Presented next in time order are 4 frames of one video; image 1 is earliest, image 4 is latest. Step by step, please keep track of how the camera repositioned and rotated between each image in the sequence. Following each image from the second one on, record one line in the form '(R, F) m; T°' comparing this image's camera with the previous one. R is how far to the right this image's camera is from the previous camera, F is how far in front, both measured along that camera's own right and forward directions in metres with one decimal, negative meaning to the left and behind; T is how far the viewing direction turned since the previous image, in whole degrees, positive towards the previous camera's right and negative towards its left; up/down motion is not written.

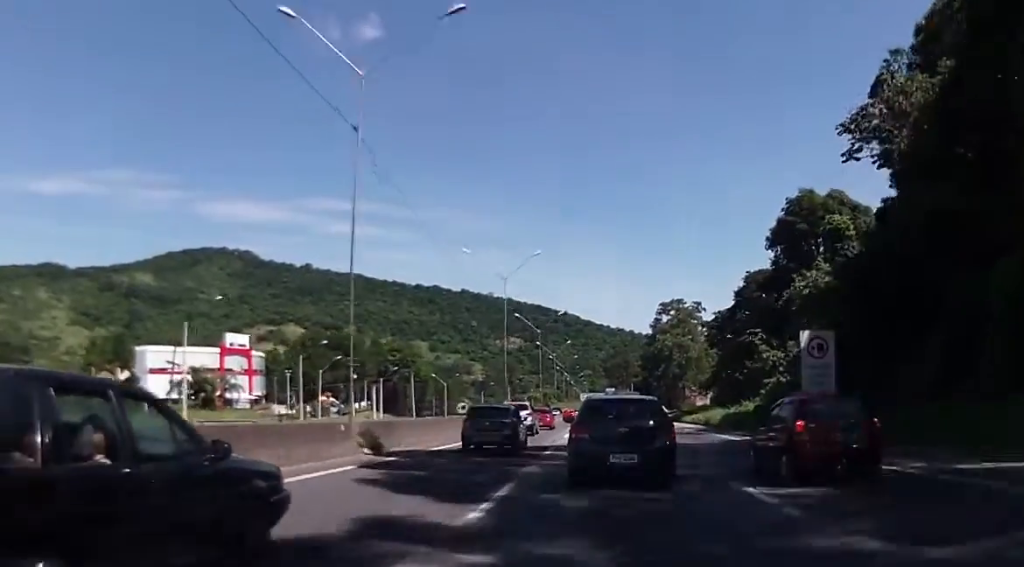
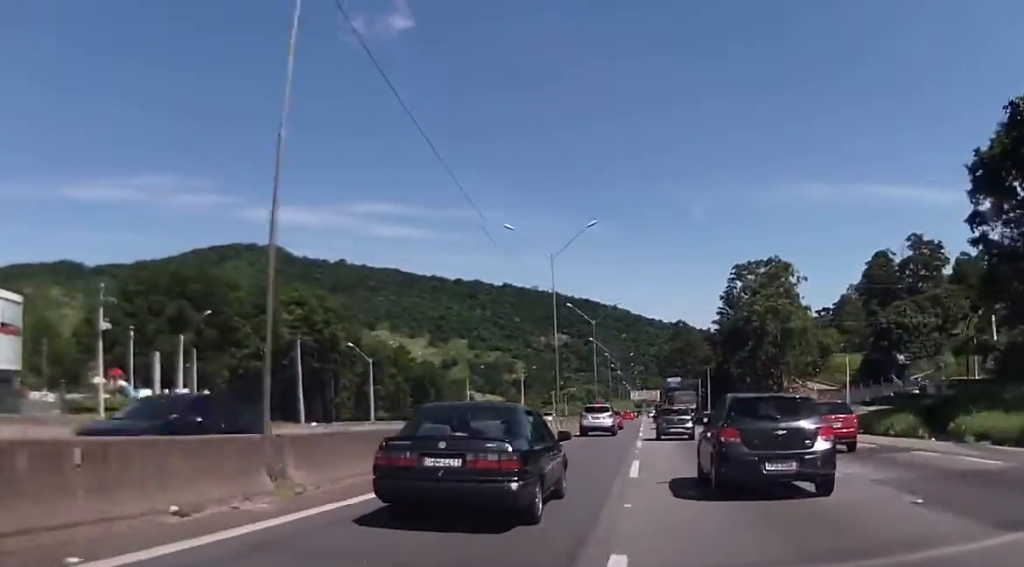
(-0.4, +78.9) m; -3°
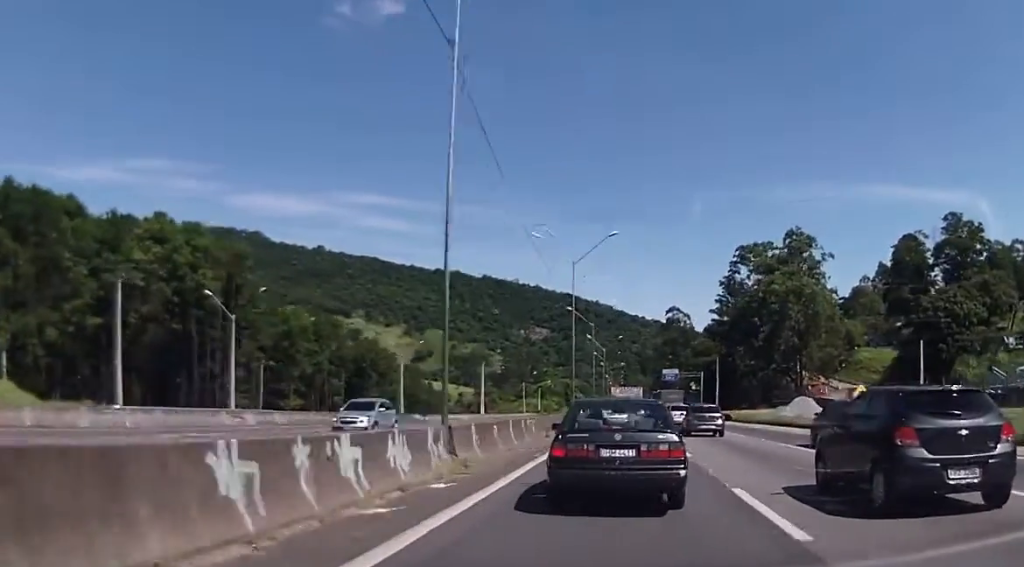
(-0.7, +31.2) m; 0°
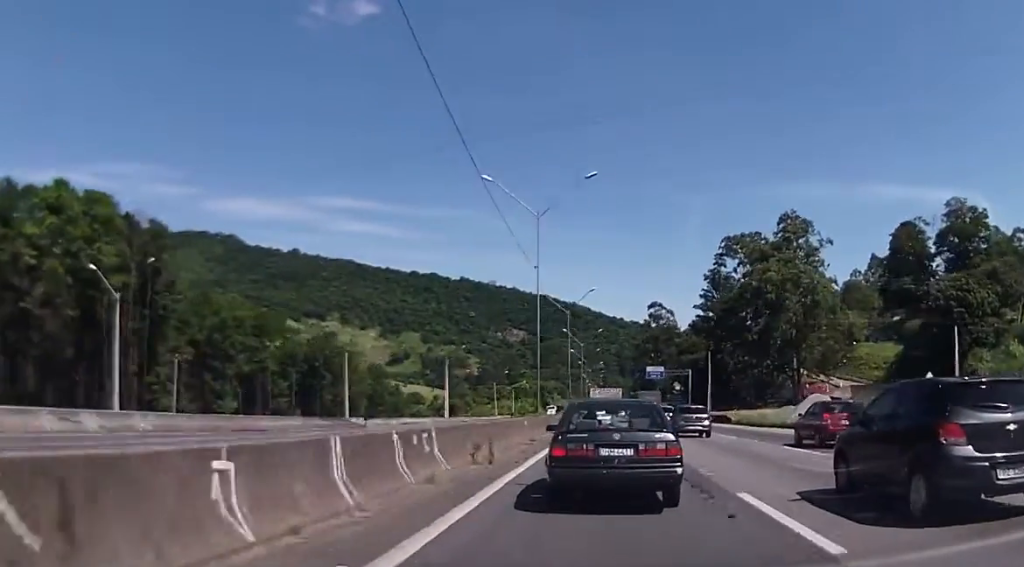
(+0.2, +13.0) m; +1°
